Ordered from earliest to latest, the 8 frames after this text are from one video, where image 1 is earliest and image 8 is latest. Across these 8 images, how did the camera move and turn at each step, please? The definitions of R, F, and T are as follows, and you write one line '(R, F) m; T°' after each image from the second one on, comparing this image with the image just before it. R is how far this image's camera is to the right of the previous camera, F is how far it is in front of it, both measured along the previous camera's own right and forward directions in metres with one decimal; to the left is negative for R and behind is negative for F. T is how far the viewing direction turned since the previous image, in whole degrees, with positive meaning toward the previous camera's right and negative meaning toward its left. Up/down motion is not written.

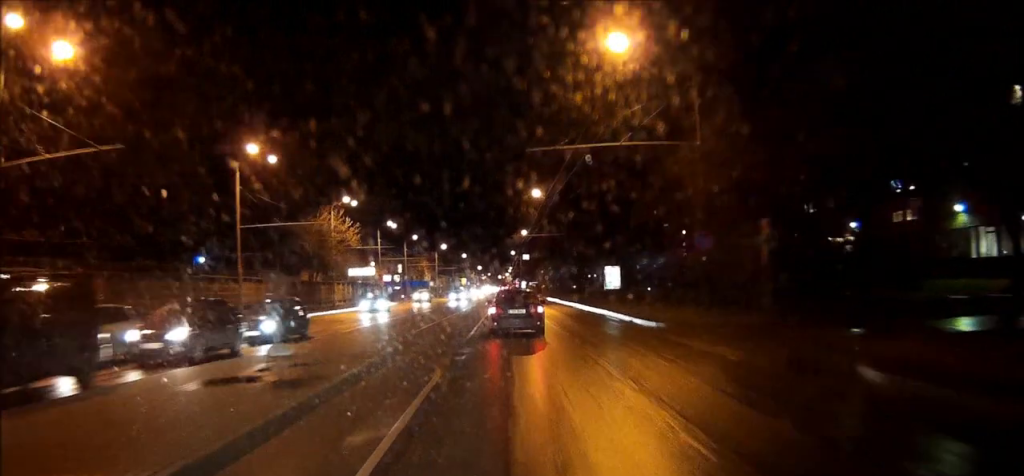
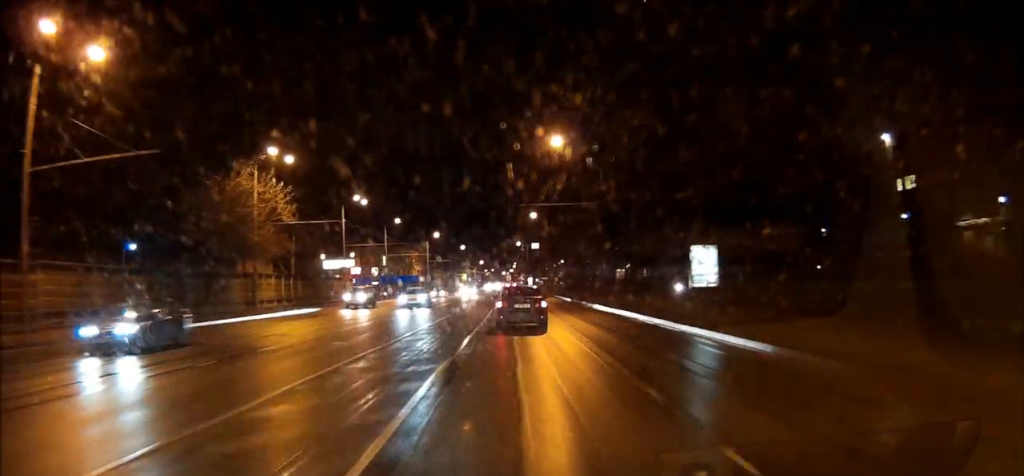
(-0.2, +26.4) m; 0°
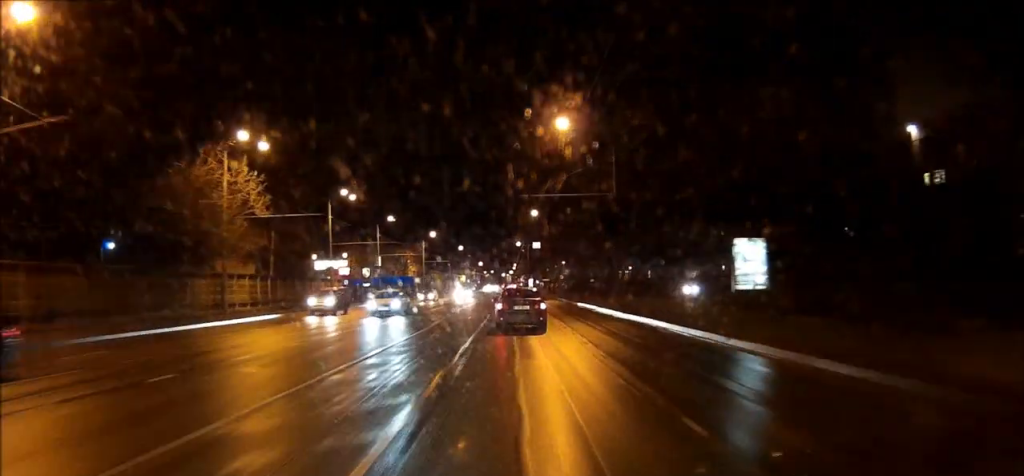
(0.0, +6.2) m; 0°
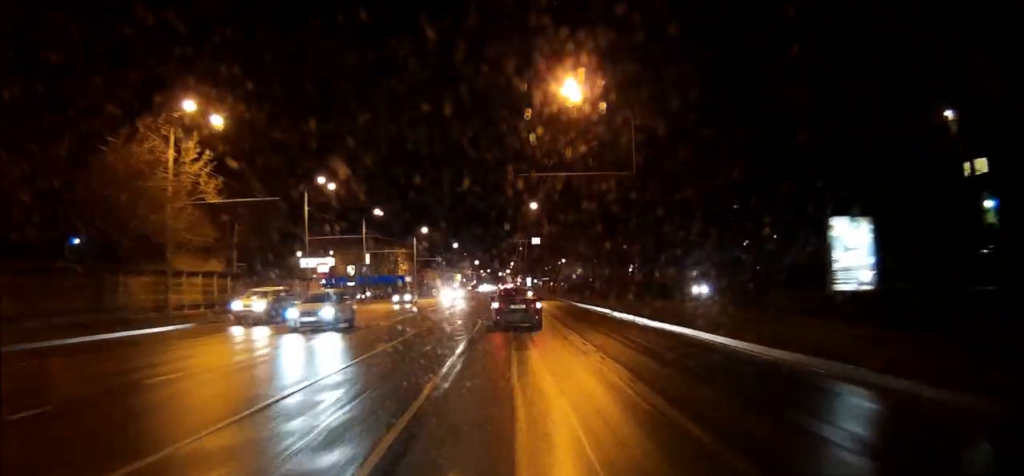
(0.0, +8.3) m; 0°
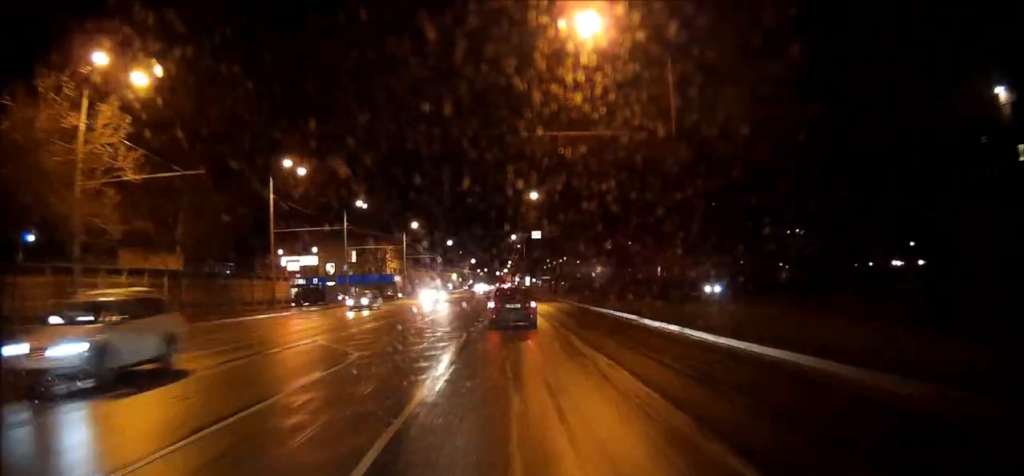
(0.0, +9.6) m; 0°
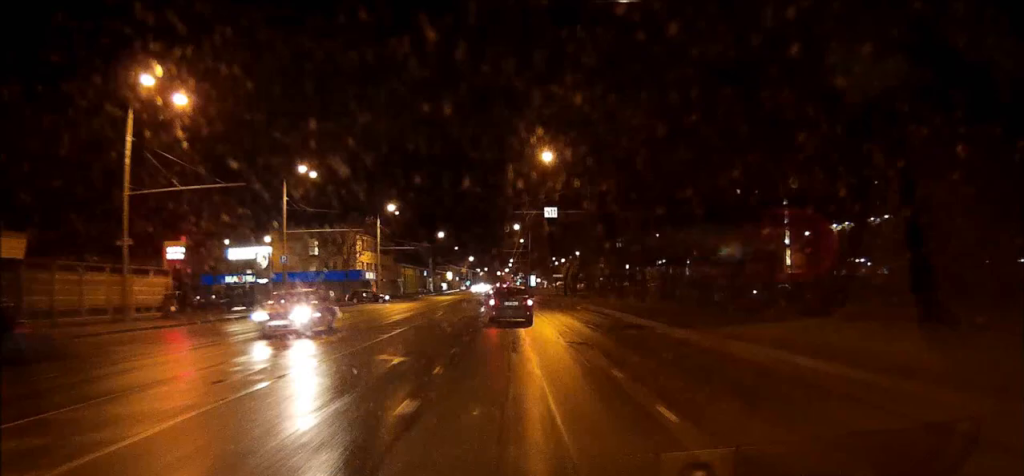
(+0.2, +24.9) m; 0°
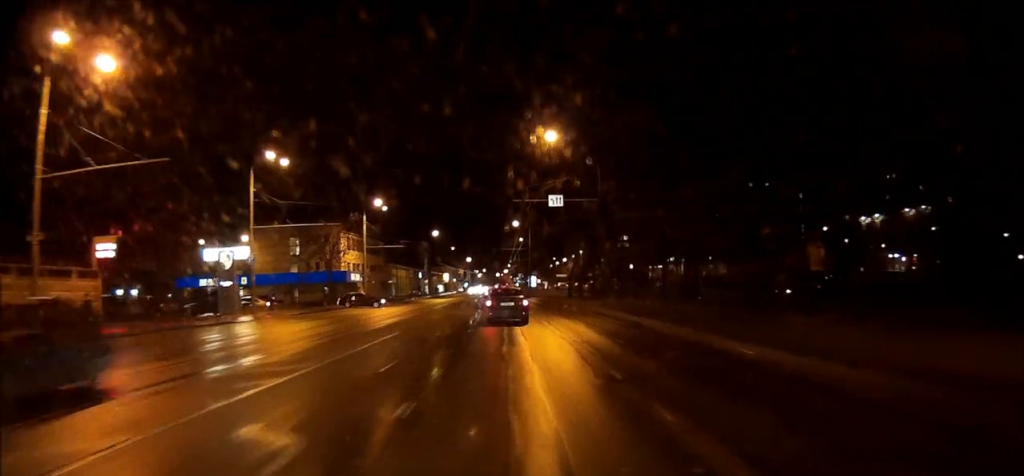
(0.0, +8.2) m; -1°
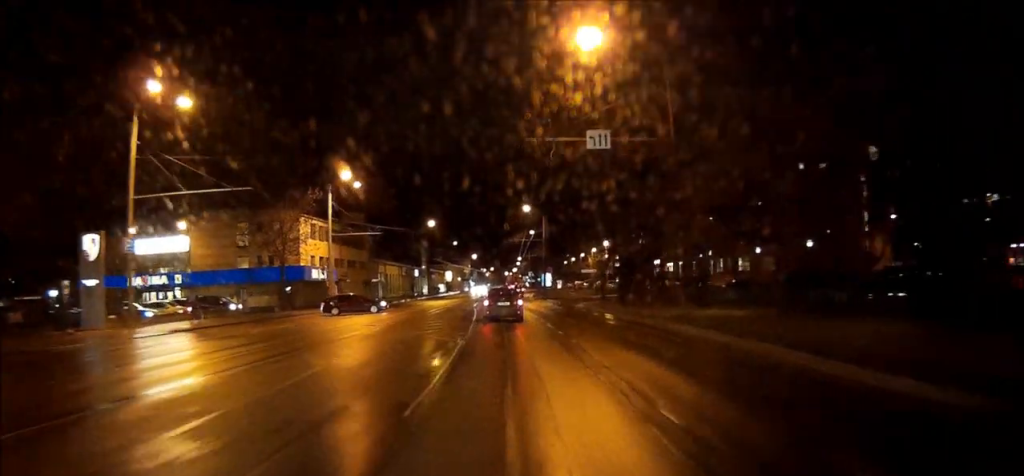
(-0.3, +20.3) m; -2°
